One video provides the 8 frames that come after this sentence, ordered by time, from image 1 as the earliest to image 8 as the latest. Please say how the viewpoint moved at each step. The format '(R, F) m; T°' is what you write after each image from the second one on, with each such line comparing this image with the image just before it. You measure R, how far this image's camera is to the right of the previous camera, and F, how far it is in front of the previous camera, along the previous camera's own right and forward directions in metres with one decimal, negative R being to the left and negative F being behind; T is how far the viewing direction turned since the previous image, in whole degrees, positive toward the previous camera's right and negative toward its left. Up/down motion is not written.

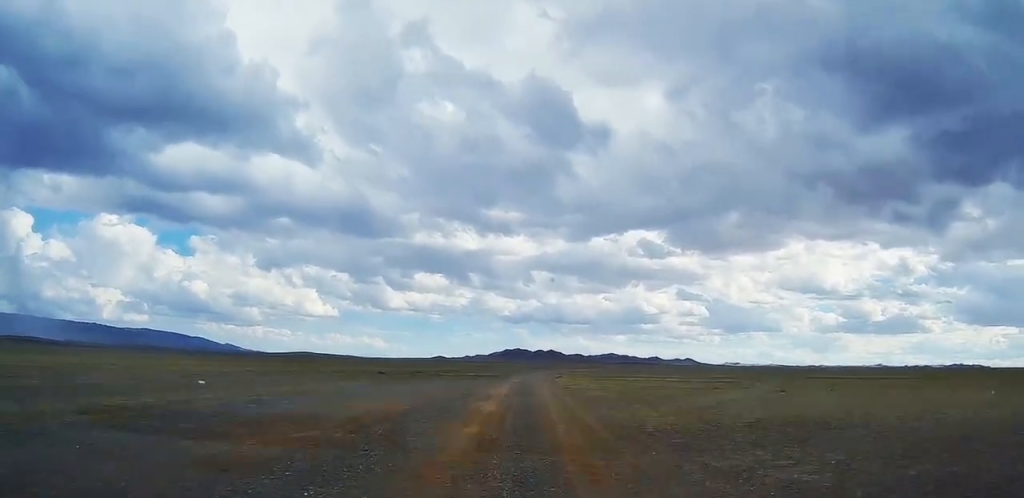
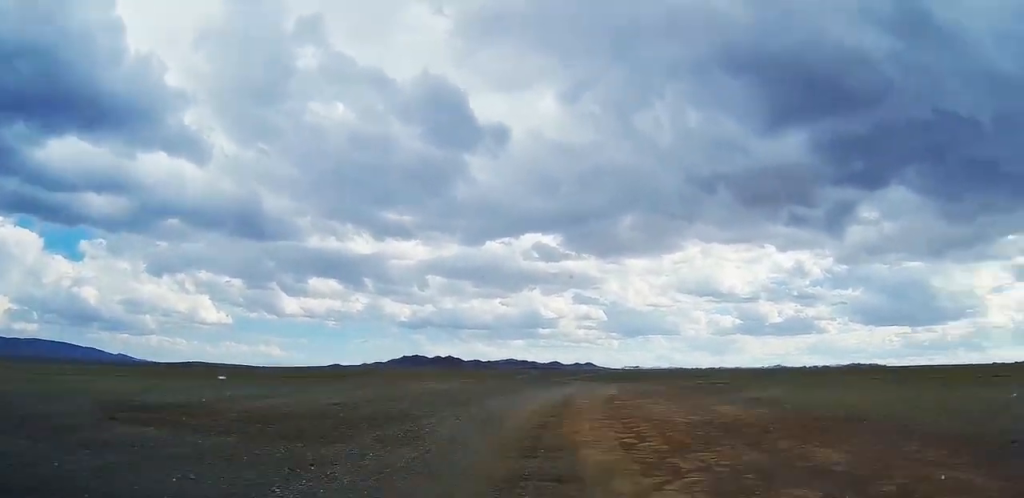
(+8.4, +104.5) m; +7°
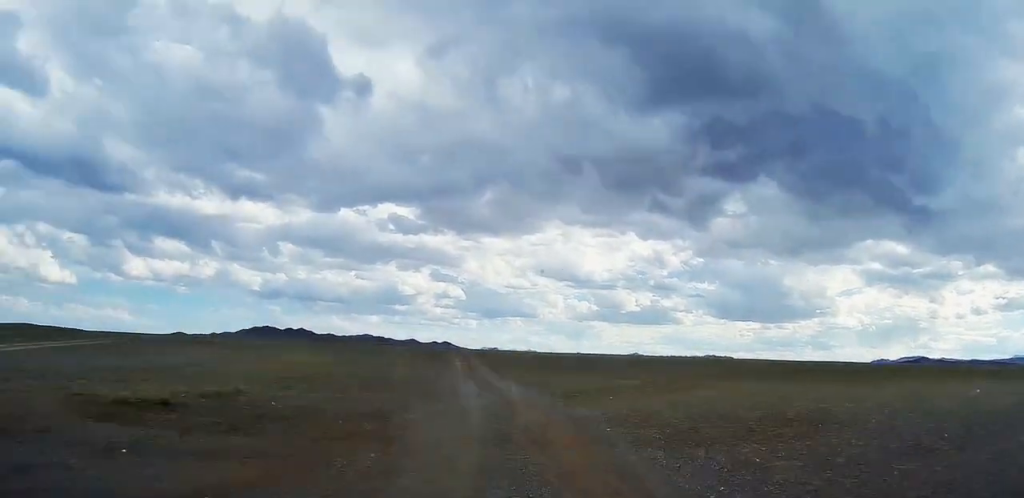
(+7.1, +205.7) m; -3°
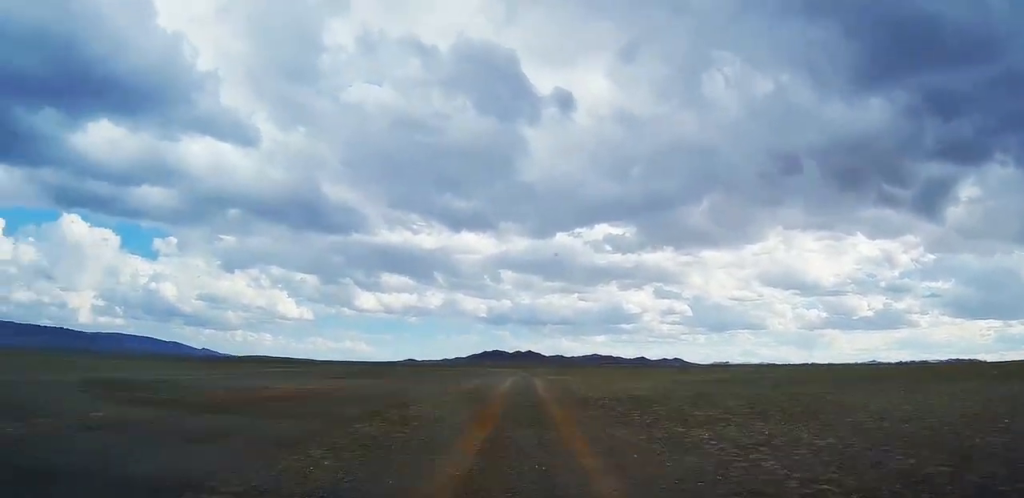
(-11.6, +228.7) m; +3°
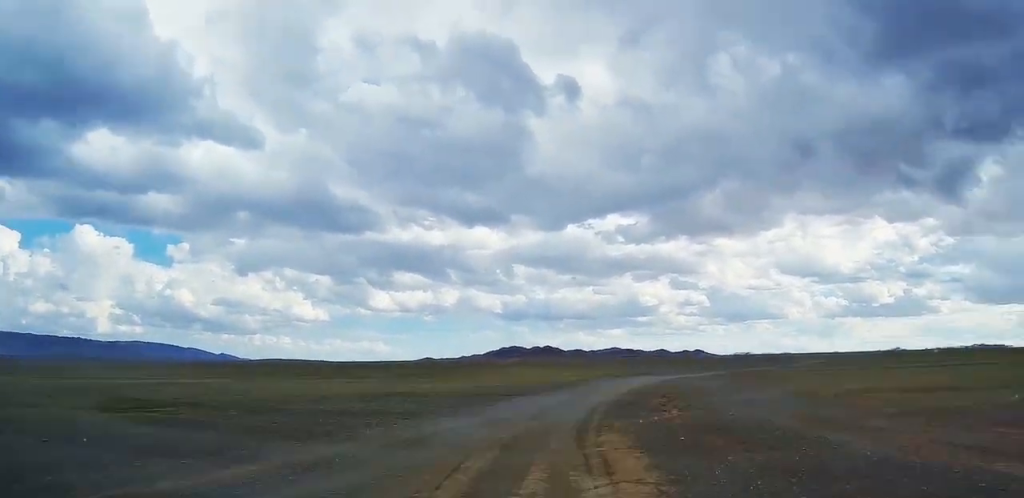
(+15.6, +158.9) m; +8°
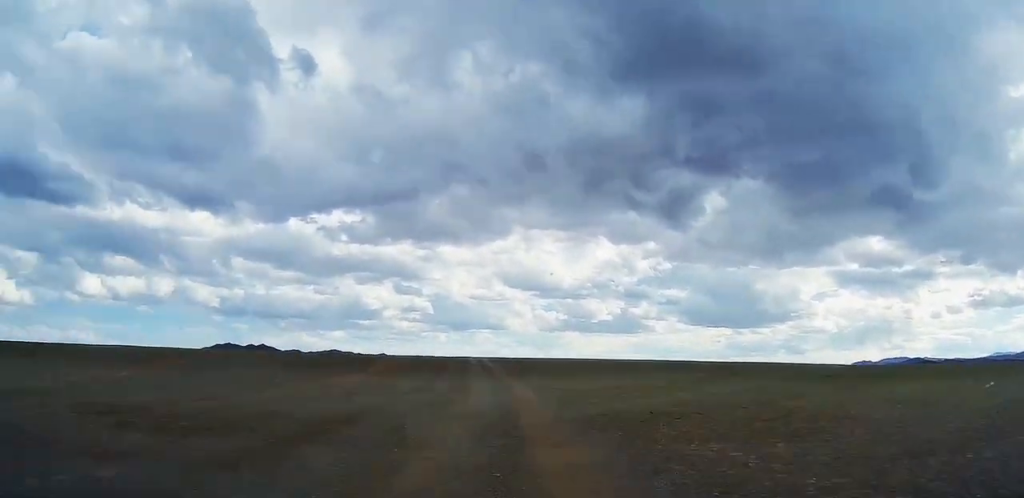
(+9.5, +187.7) m; +1°
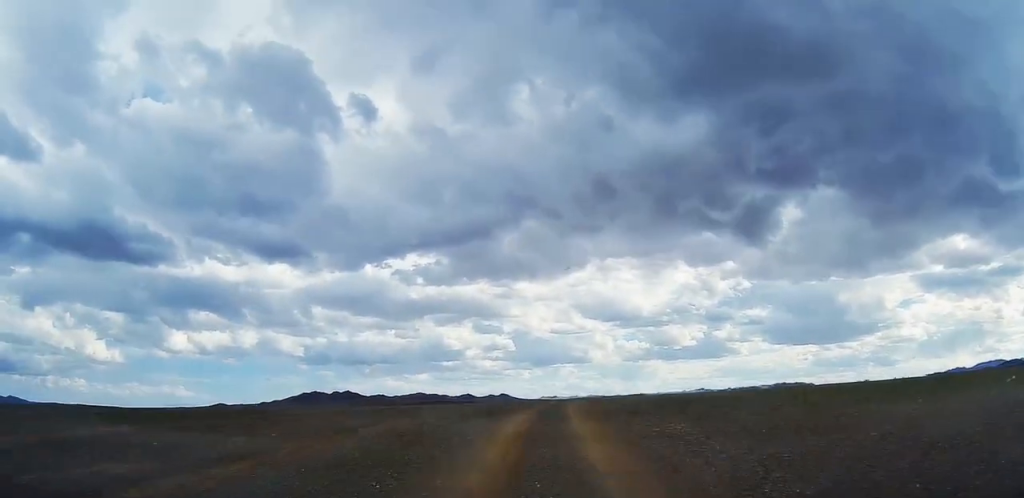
(-1.4, +43.9) m; -2°
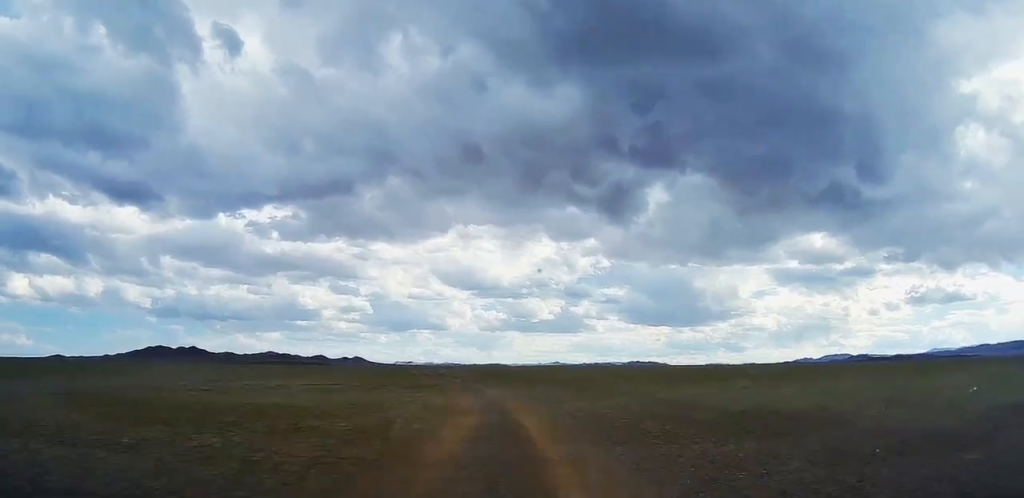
(-1.8, +79.8) m; -2°
